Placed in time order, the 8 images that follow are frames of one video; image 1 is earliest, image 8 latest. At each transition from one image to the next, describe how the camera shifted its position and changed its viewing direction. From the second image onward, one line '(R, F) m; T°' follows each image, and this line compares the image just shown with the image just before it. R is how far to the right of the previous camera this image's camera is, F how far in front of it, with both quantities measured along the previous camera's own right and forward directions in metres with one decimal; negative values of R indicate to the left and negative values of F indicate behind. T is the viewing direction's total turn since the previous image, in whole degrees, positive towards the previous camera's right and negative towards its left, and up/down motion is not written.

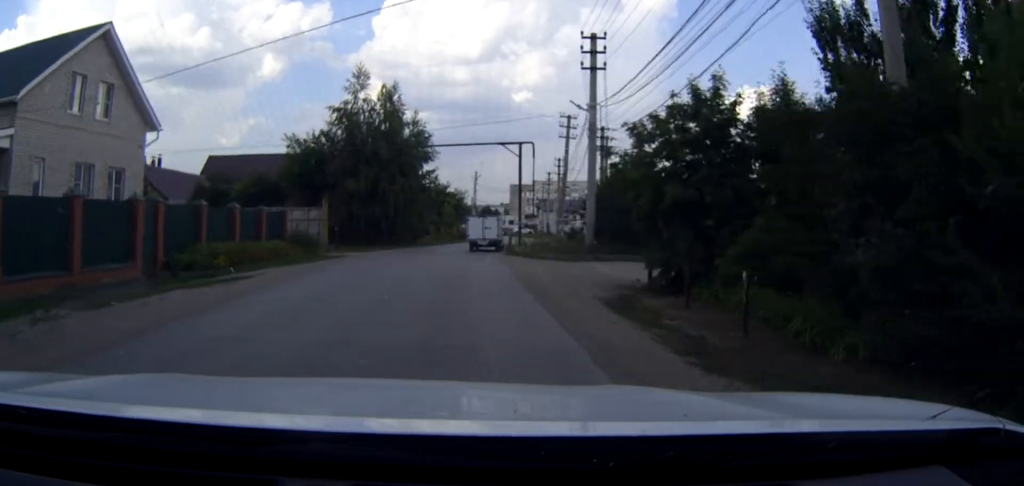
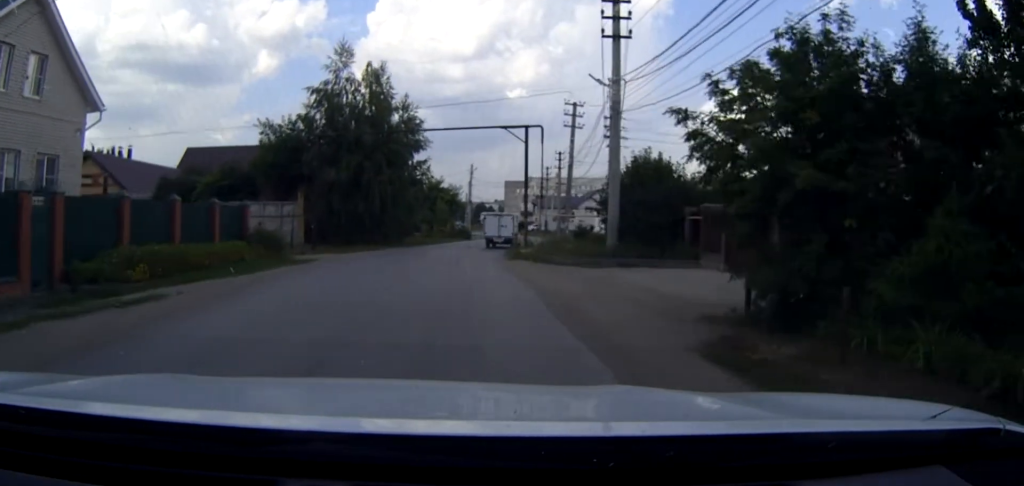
(0.0, +5.4) m; 0°
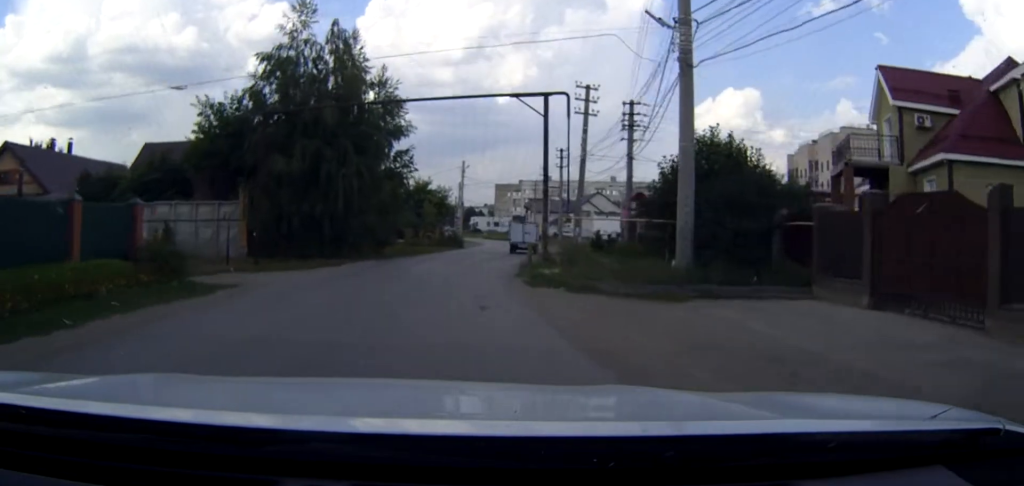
(+0.1, +9.5) m; +1°
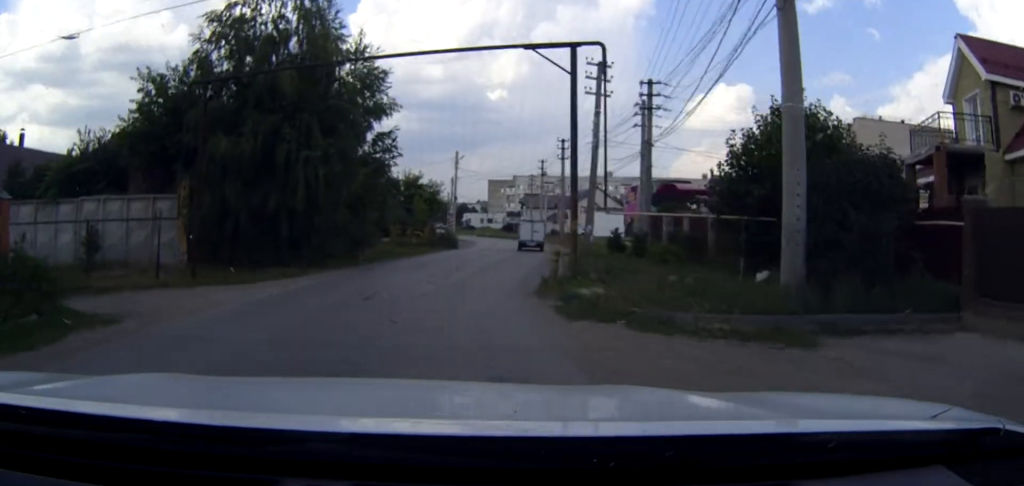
(0.0, +6.2) m; +1°
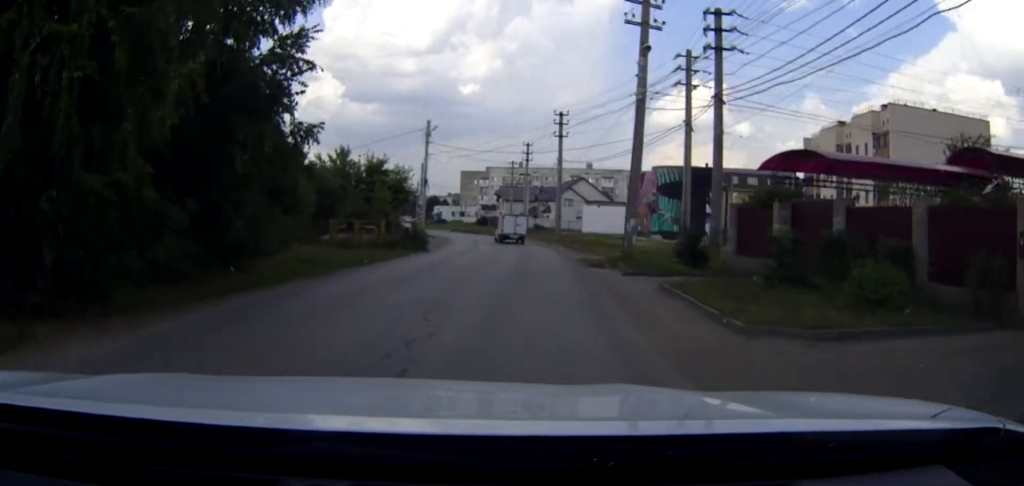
(+0.2, +14.3) m; +2°
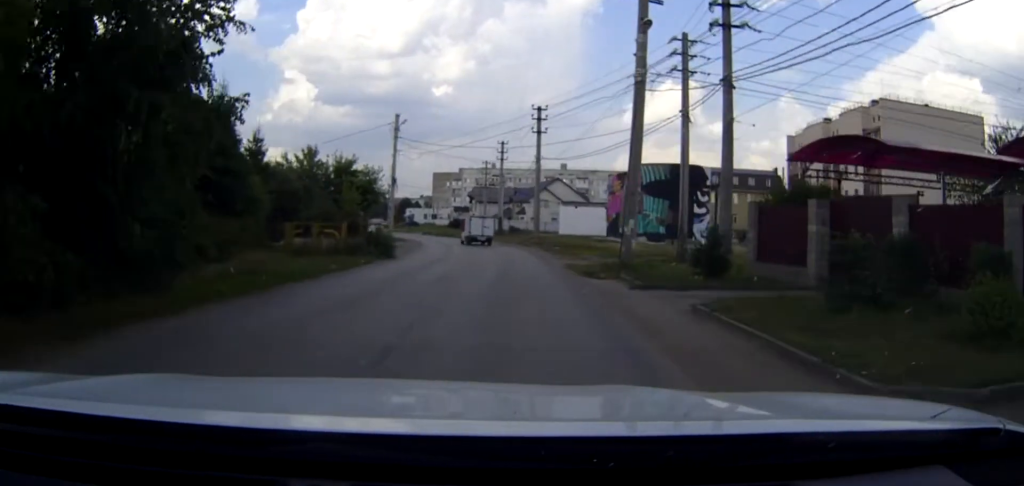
(0.0, +3.7) m; +1°
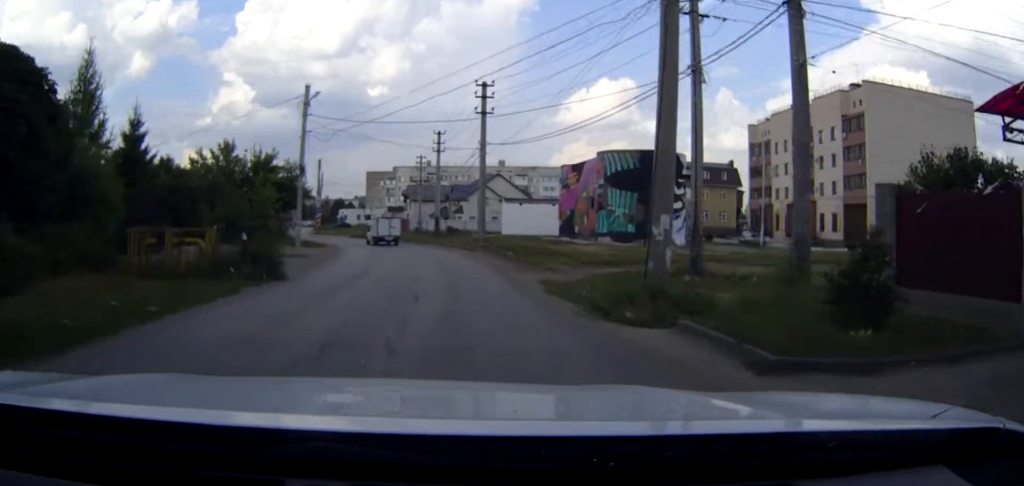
(+0.4, +9.3) m; +4°
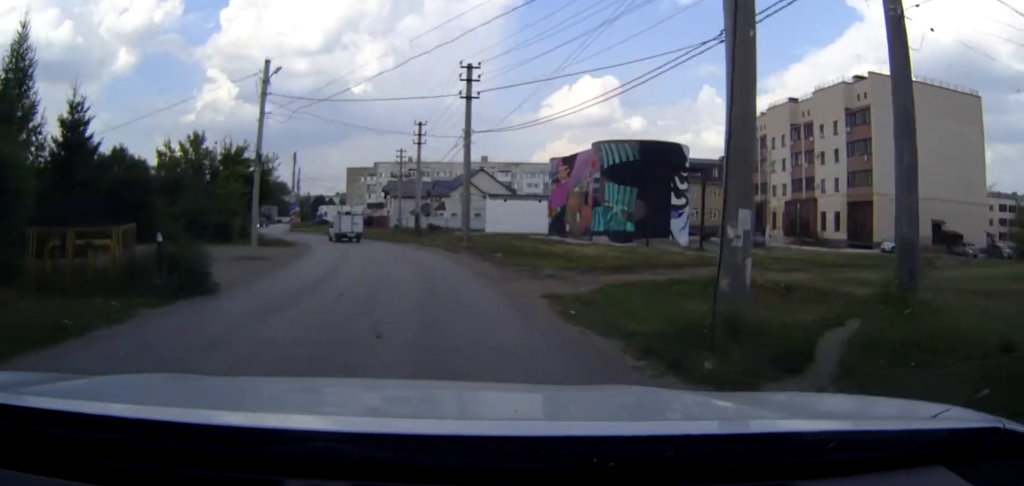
(+0.1, +4.4) m; +2°
